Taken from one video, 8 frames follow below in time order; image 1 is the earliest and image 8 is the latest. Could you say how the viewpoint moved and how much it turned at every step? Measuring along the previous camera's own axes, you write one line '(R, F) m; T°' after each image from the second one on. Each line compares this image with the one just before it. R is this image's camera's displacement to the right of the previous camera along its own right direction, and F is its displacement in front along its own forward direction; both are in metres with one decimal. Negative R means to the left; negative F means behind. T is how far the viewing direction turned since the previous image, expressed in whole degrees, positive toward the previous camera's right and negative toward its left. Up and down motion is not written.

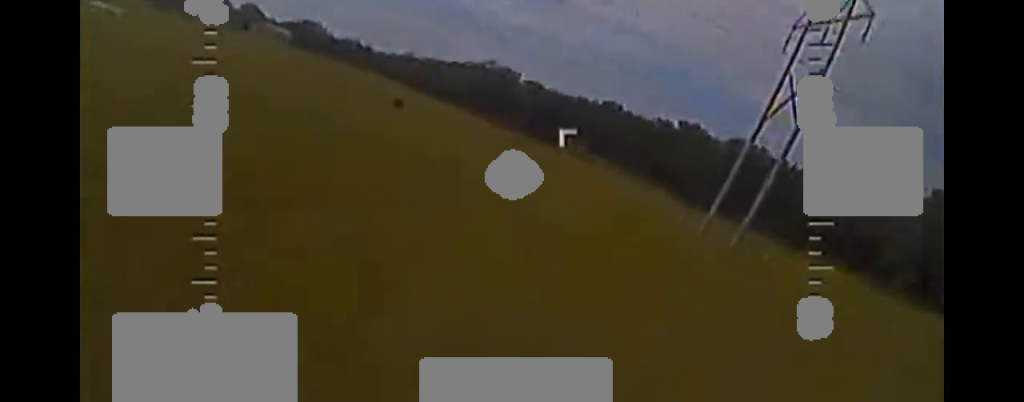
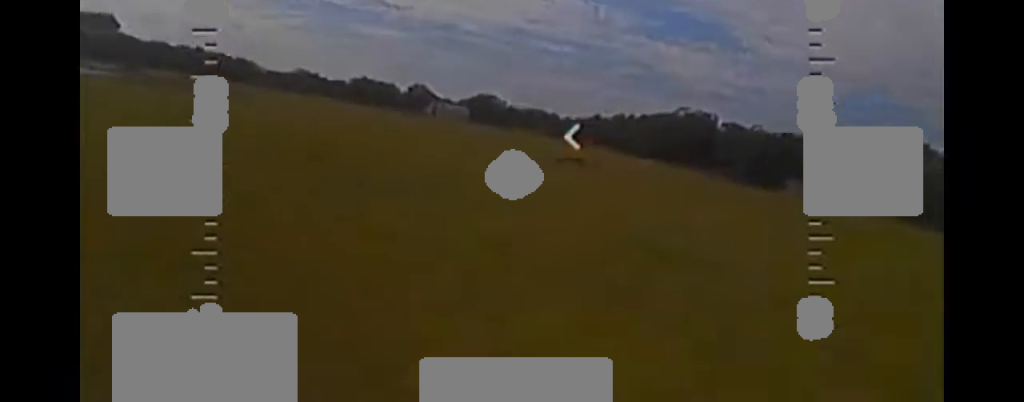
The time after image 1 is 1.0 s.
(-2.3, +14.5) m; -13°
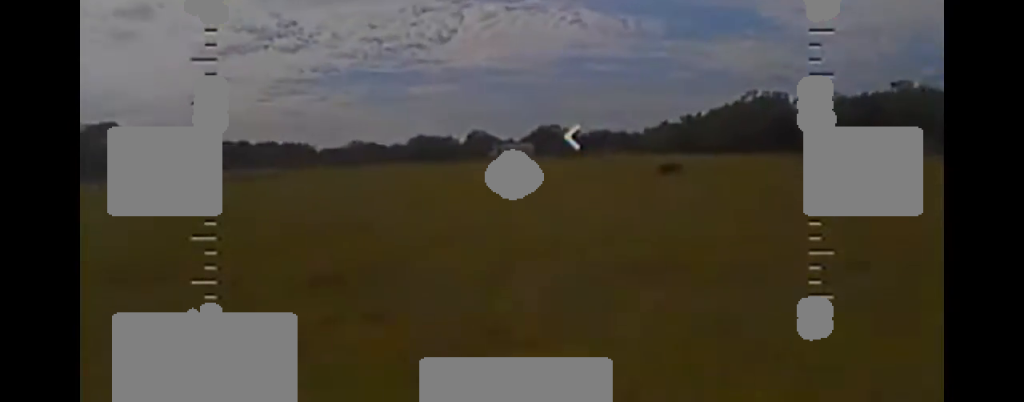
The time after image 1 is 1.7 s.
(-0.8, +10.8) m; -4°
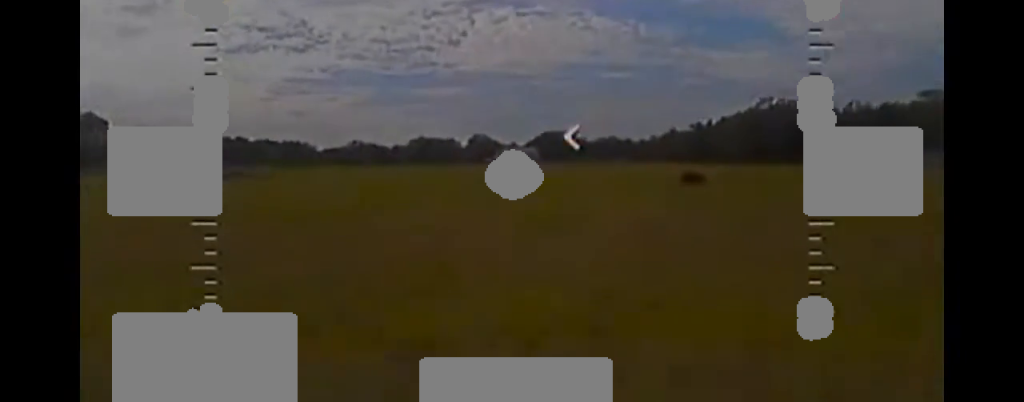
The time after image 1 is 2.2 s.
(0.0, +7.8) m; 0°
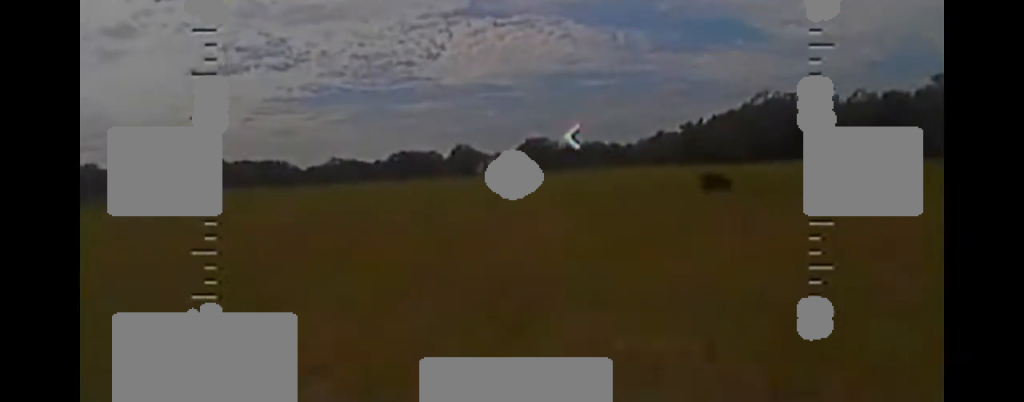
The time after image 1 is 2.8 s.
(0.0, +9.4) m; -1°
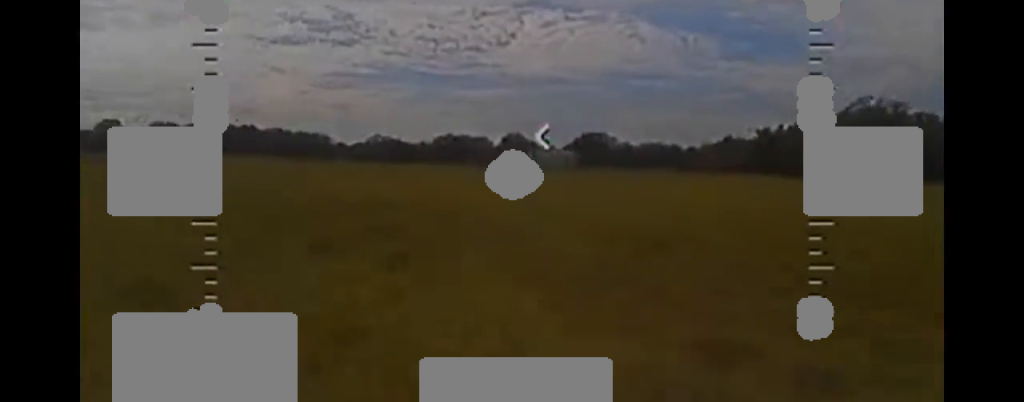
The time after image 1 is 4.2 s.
(-0.6, +21.9) m; -3°
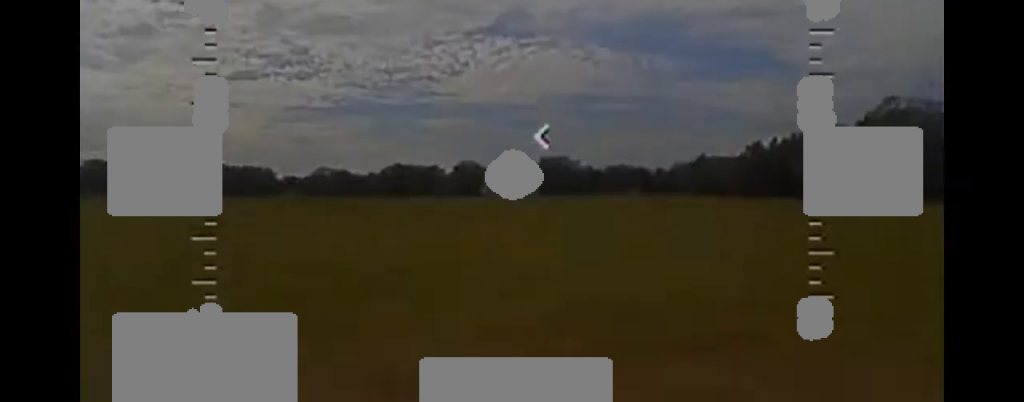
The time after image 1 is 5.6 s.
(-0.2, +22.2) m; -2°
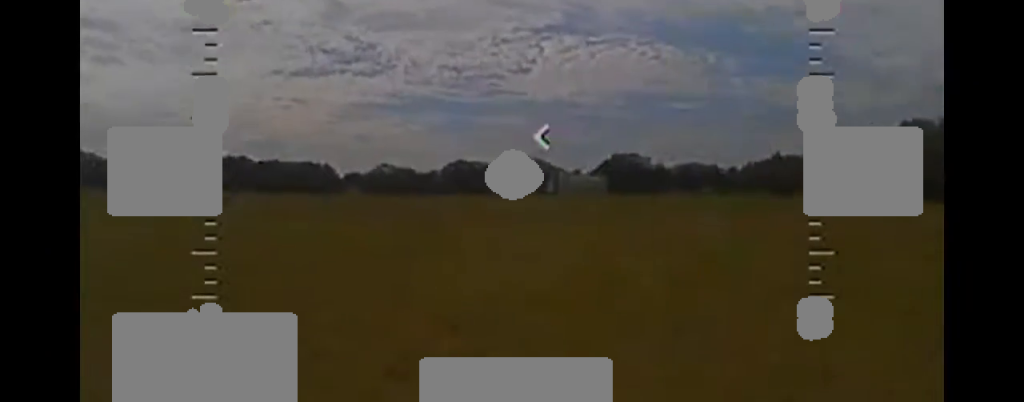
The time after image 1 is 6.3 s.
(-0.2, +10.5) m; -2°
